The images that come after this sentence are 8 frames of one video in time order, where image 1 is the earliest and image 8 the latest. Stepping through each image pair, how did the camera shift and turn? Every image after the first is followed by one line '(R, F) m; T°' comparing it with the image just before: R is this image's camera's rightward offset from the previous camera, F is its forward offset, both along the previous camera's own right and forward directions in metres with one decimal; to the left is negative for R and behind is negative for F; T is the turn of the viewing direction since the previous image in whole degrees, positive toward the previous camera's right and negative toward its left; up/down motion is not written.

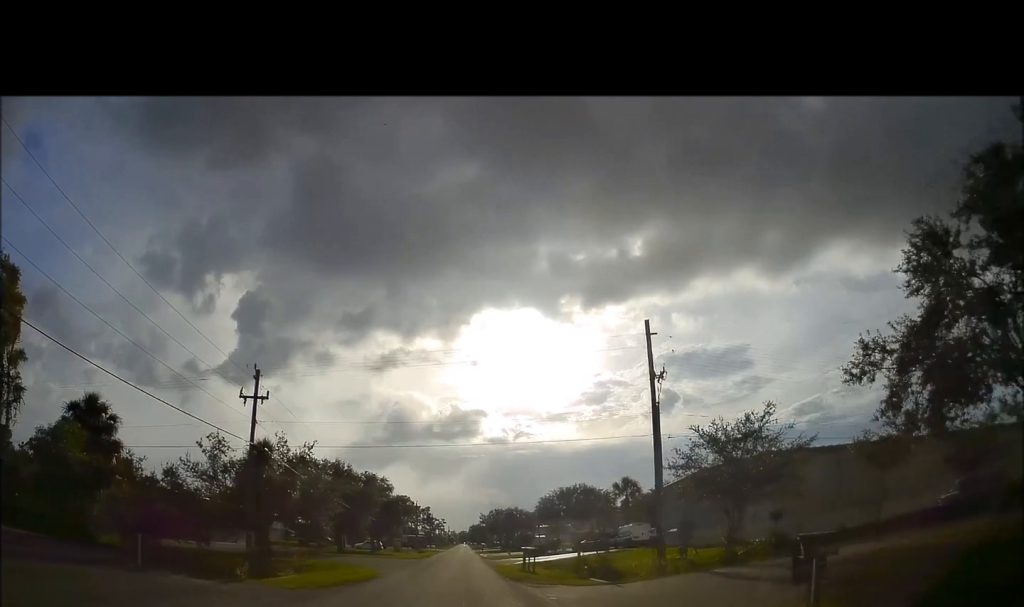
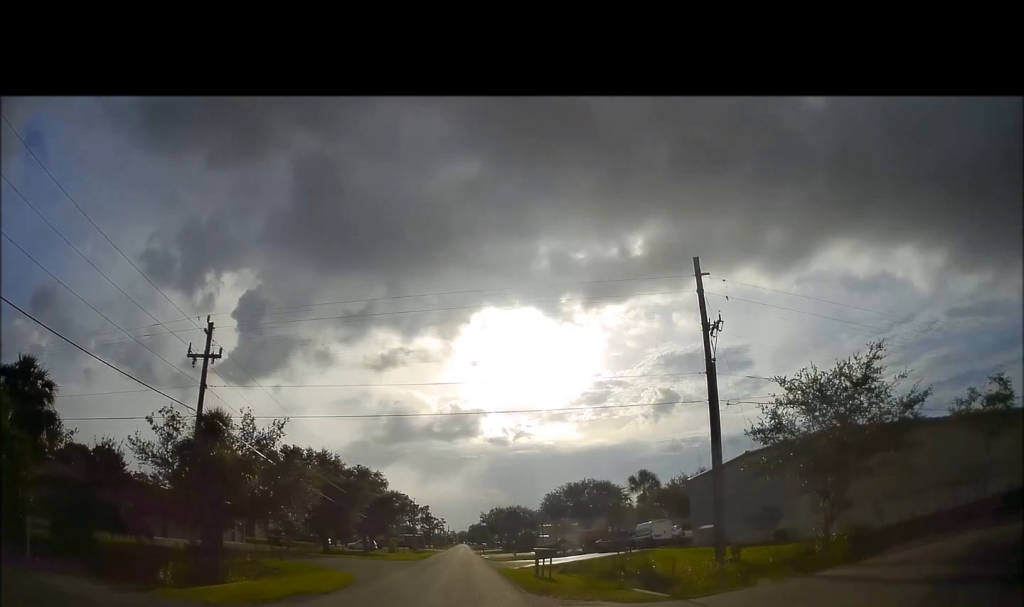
(0.0, +6.2) m; 0°
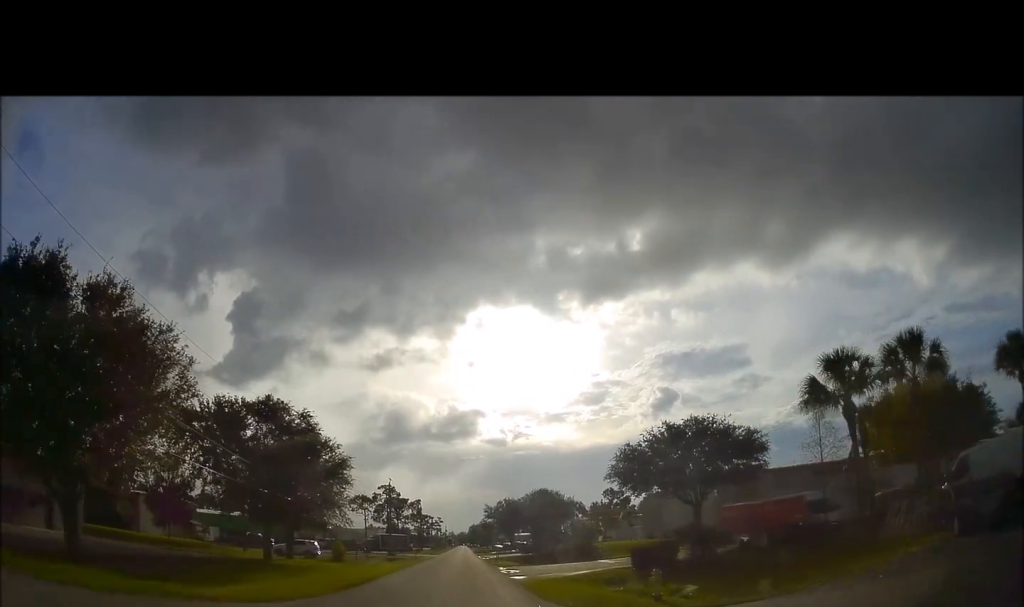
(-0.9, +38.0) m; 0°
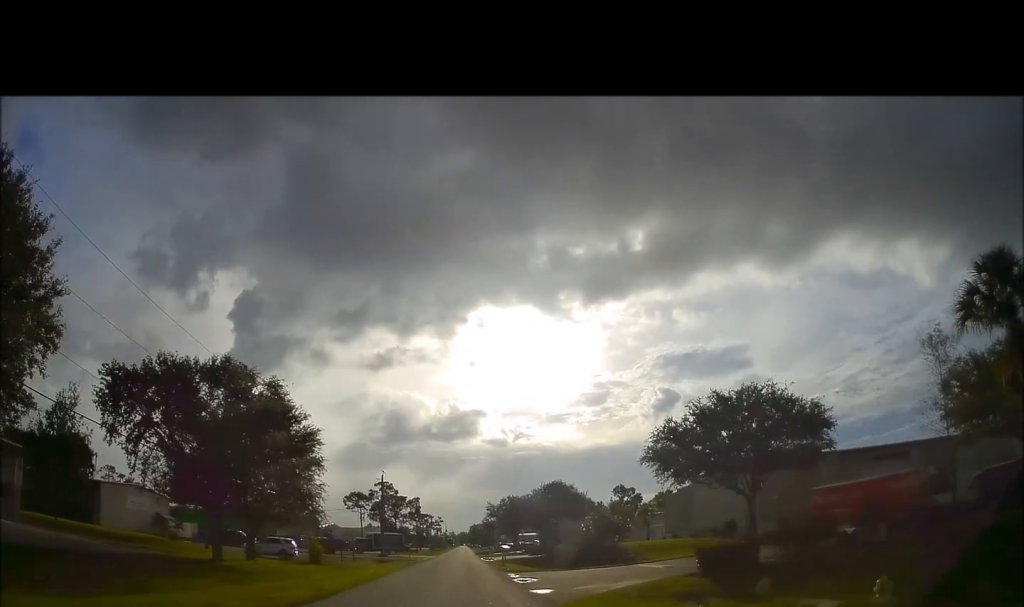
(0.0, +8.3) m; -1°
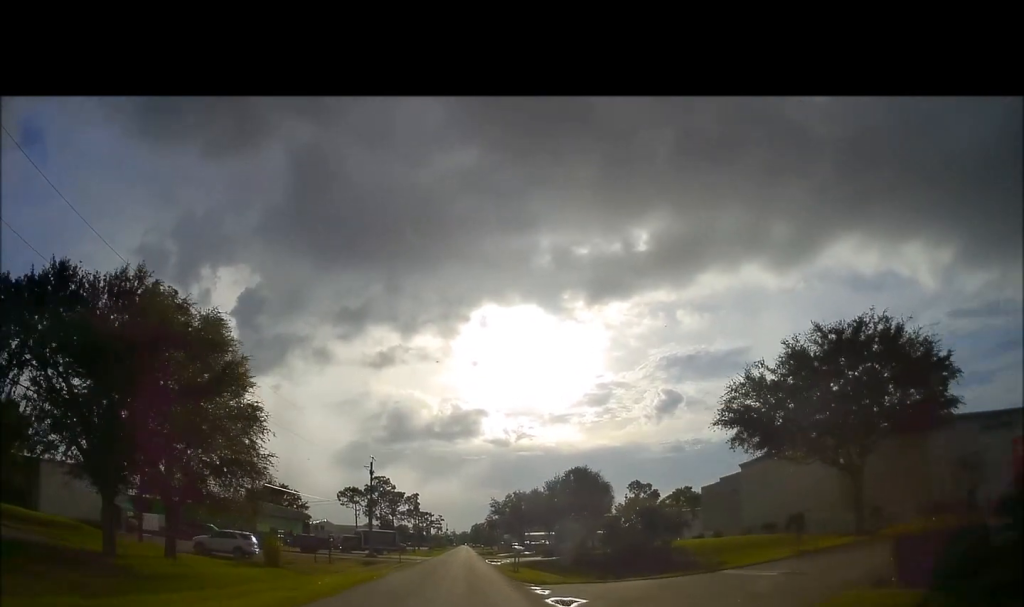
(0.0, +10.1) m; -1°
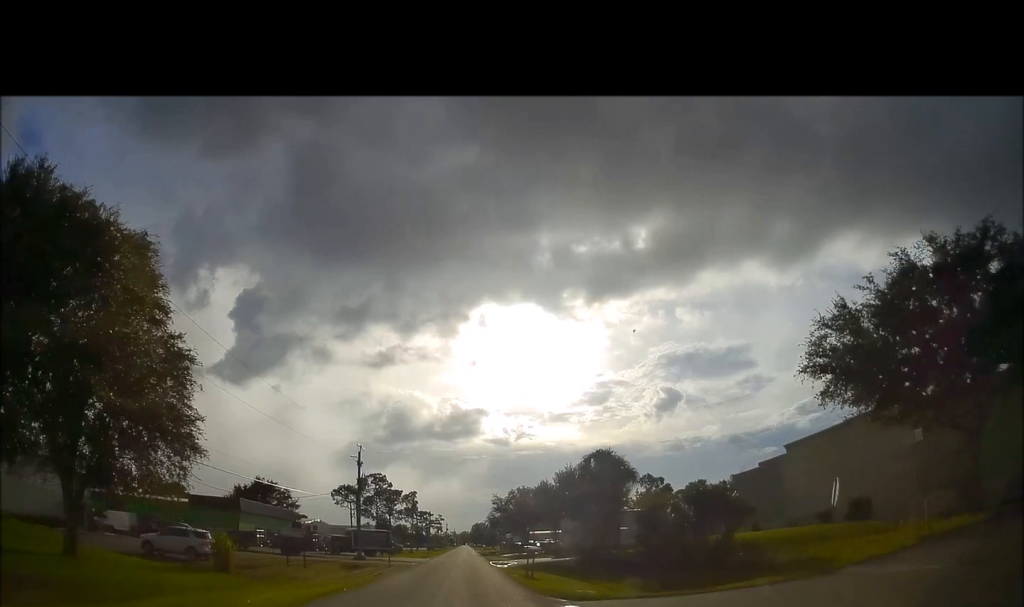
(-0.3, +7.3) m; 0°
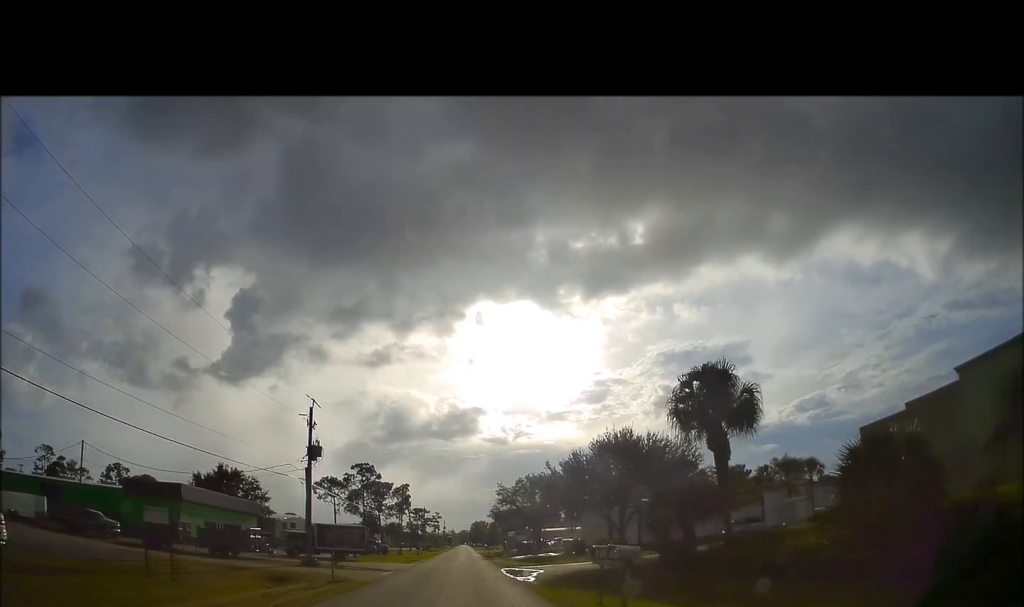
(+0.4, +17.3) m; +2°
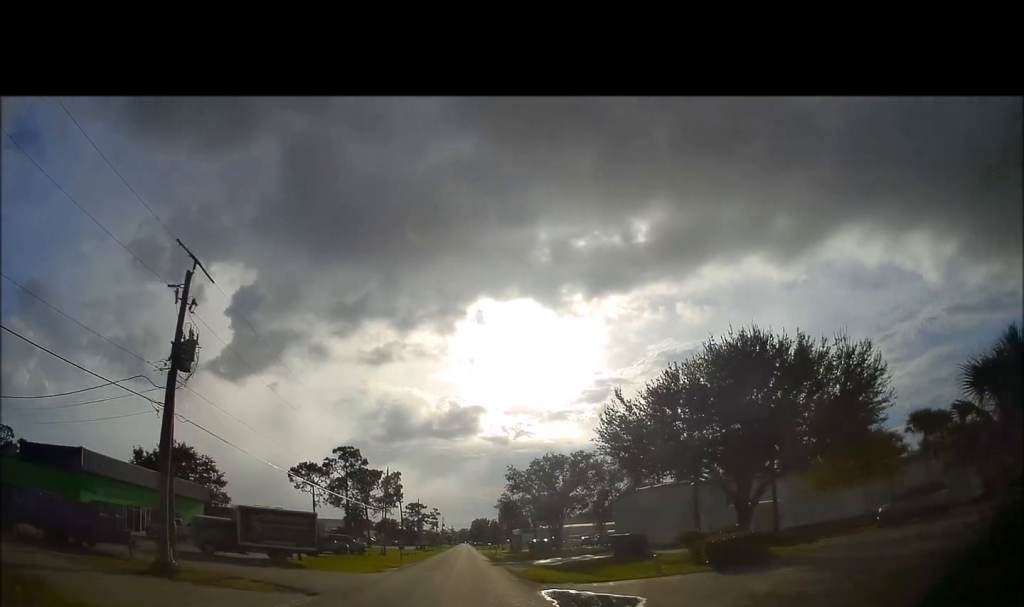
(0.0, +18.8) m; -1°
